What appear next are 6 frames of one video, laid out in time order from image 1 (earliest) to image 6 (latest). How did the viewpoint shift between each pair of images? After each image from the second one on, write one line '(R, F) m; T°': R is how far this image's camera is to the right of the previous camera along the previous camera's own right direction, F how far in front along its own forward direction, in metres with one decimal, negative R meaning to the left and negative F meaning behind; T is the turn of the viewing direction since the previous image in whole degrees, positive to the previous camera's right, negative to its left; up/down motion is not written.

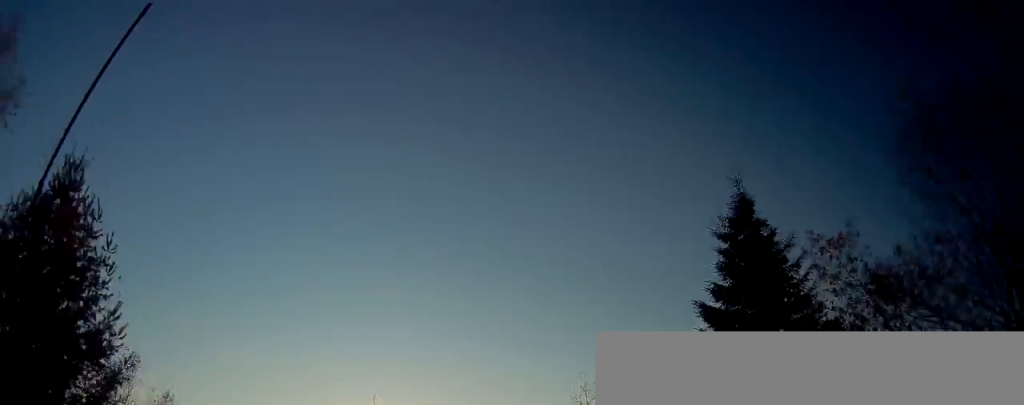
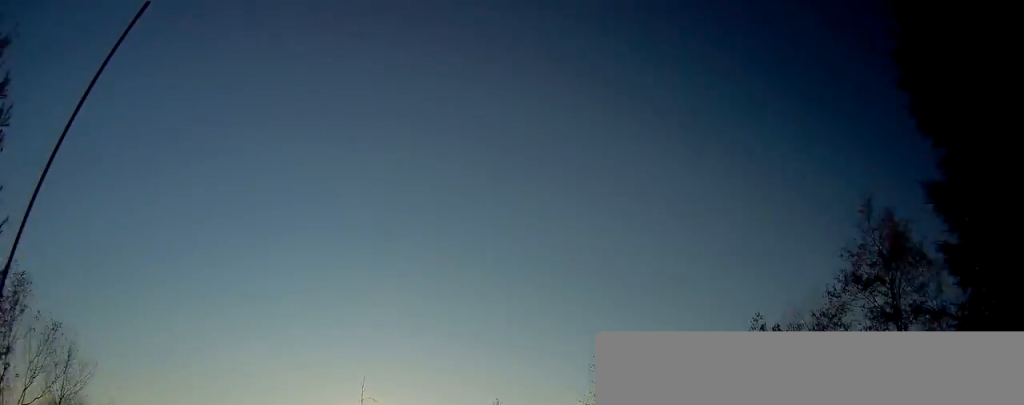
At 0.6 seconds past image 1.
(-0.3, +5.2) m; 0°
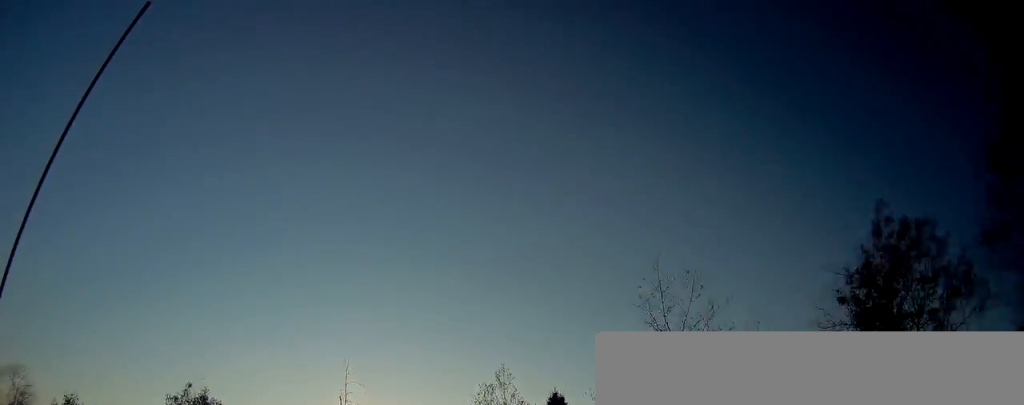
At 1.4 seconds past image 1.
(+0.3, +6.9) m; +2°
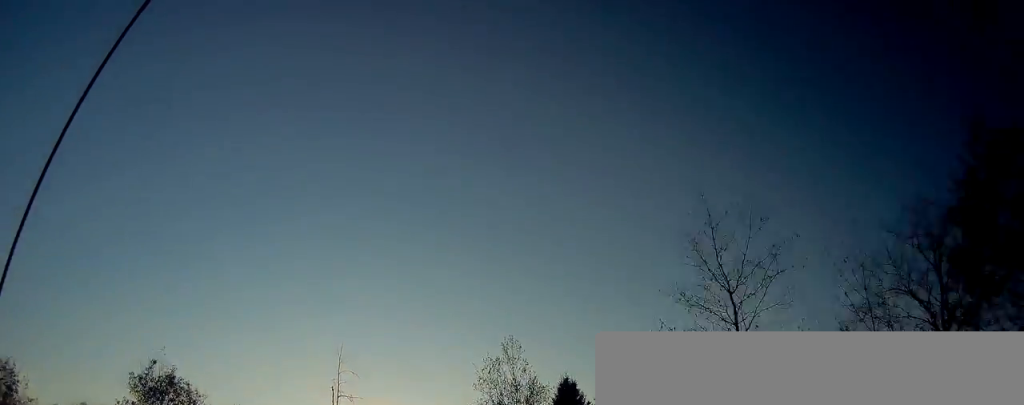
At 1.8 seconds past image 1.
(+0.1, +3.7) m; 0°
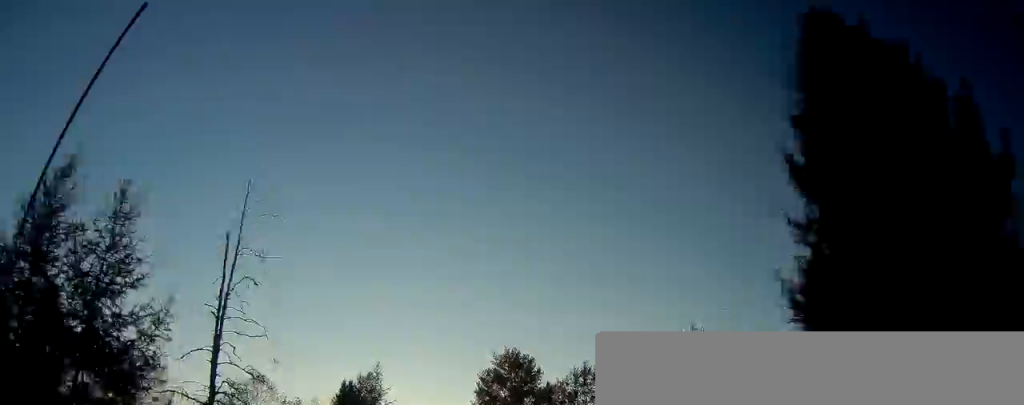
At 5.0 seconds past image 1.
(-0.8, +26.8) m; -3°
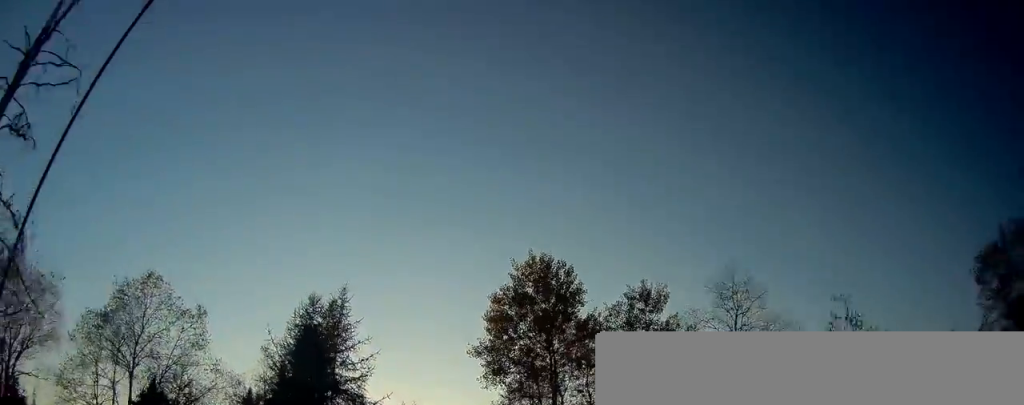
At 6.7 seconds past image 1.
(-0.6, +15.1) m; +1°
